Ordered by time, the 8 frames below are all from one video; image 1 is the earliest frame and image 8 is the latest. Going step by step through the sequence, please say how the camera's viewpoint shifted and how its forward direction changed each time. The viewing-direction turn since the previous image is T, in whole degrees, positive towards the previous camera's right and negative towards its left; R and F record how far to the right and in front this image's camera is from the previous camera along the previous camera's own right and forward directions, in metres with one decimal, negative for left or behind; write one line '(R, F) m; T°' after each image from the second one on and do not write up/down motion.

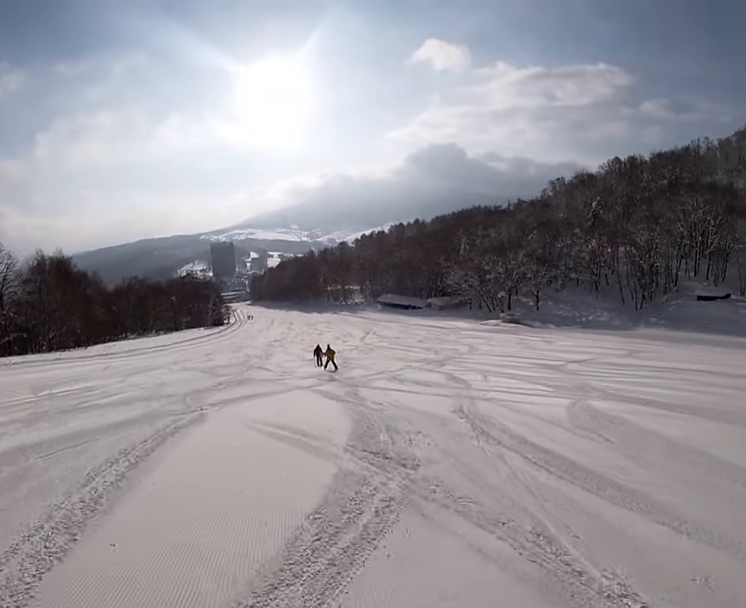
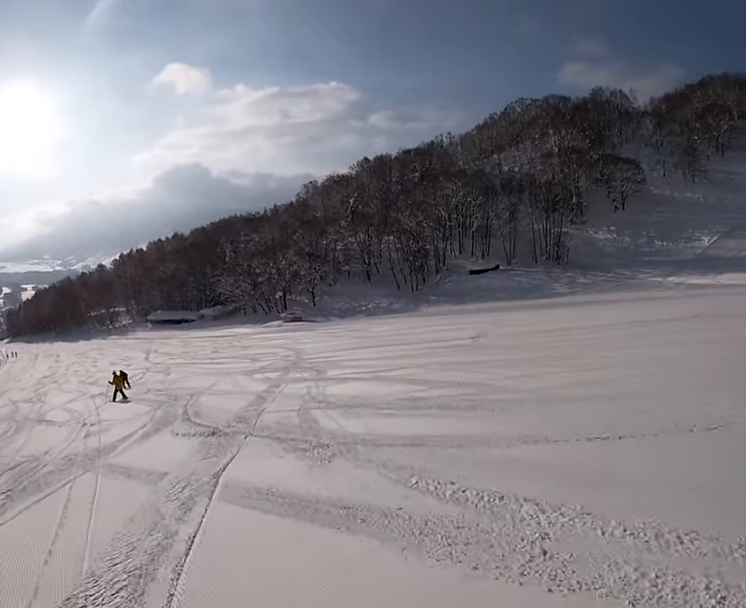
(+3.2, +12.0) m; +25°
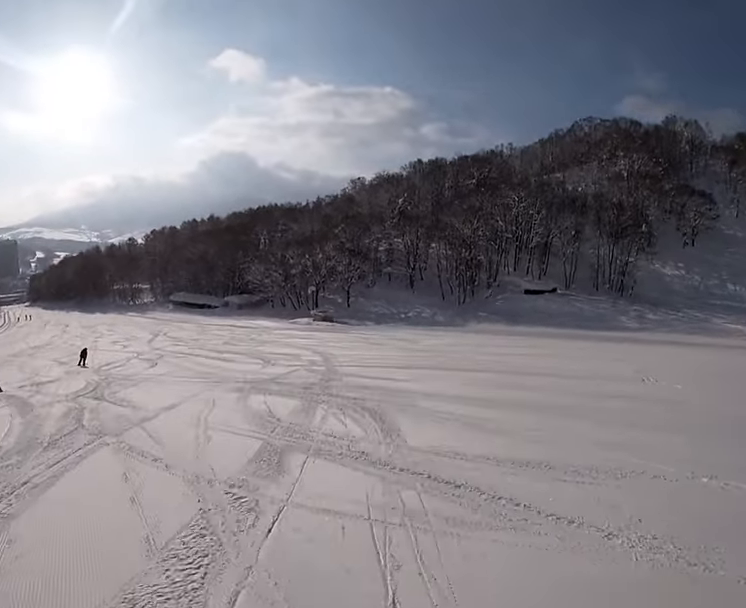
(+0.5, +11.7) m; -5°
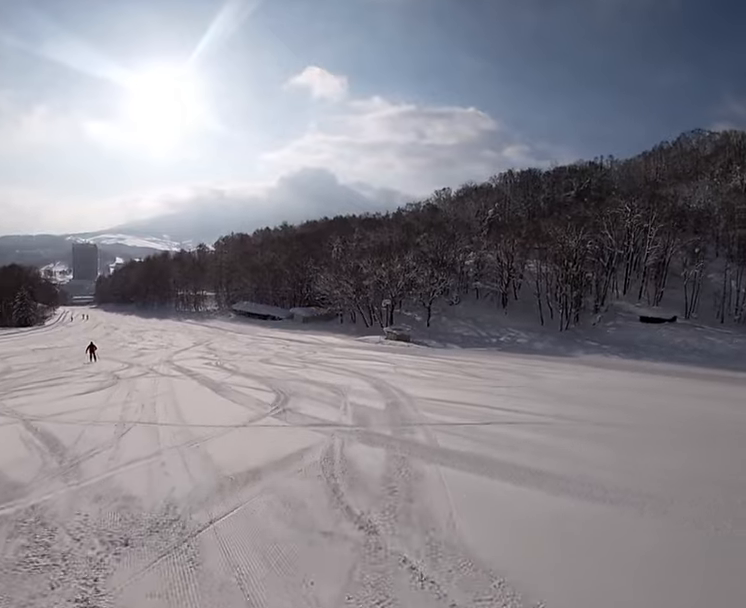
(-2.5, +15.2) m; -14°
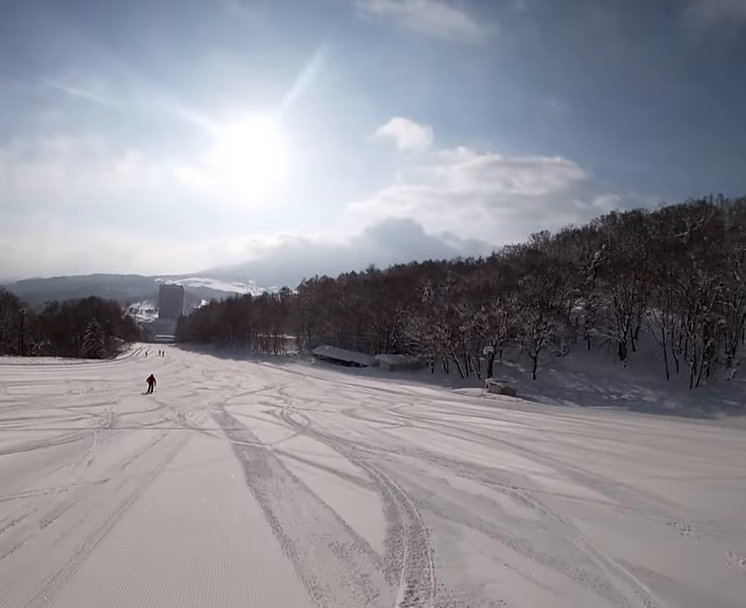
(-0.2, +10.7) m; -5°
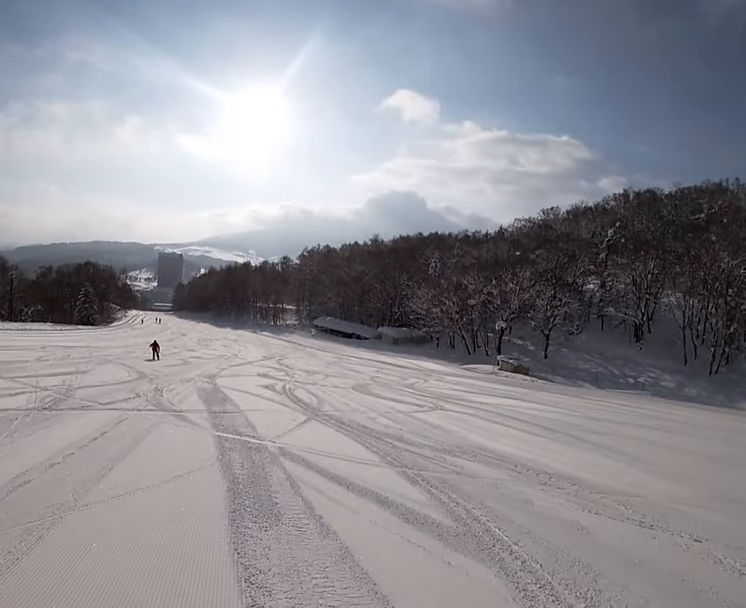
(-0.3, +4.5) m; -2°
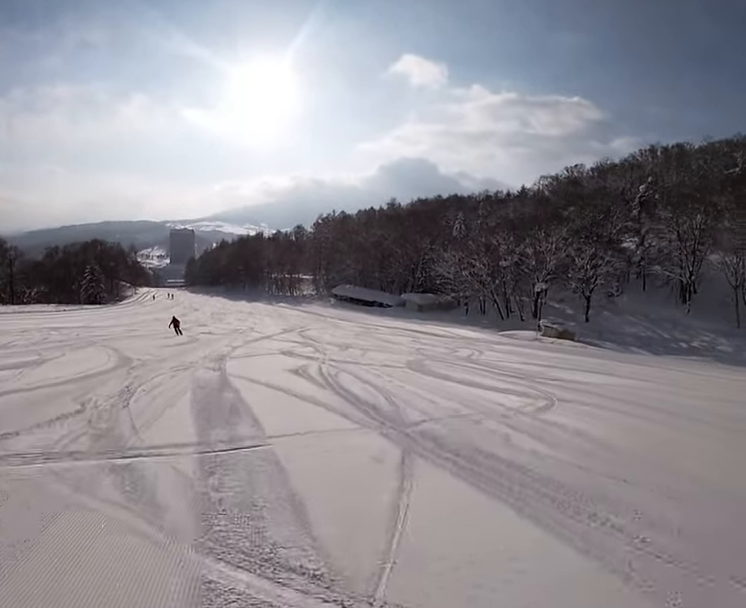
(-0.4, +6.5) m; -3°
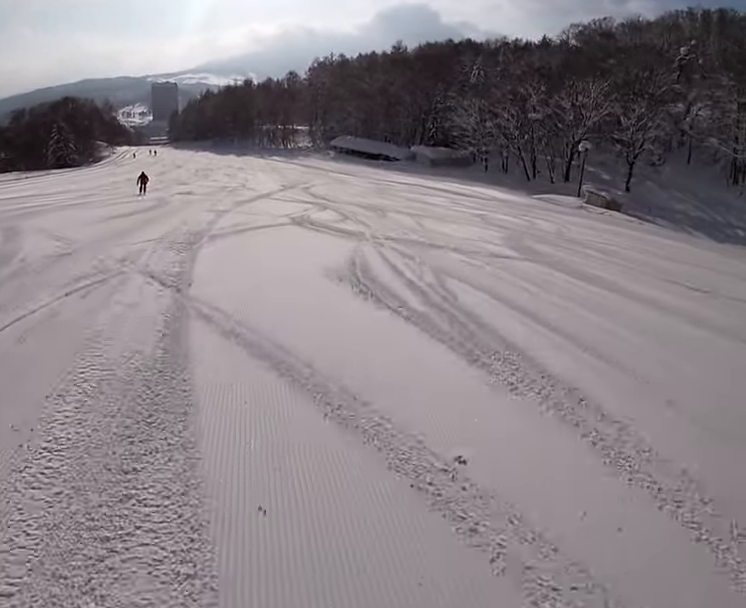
(0.0, +9.1) m; -4°
